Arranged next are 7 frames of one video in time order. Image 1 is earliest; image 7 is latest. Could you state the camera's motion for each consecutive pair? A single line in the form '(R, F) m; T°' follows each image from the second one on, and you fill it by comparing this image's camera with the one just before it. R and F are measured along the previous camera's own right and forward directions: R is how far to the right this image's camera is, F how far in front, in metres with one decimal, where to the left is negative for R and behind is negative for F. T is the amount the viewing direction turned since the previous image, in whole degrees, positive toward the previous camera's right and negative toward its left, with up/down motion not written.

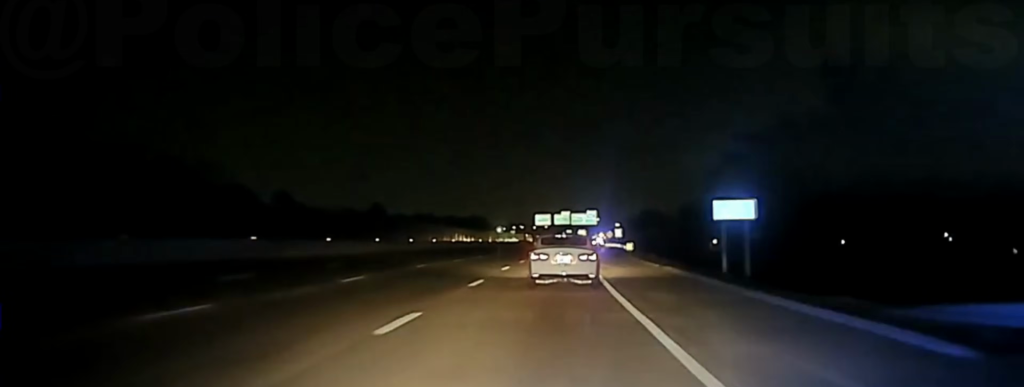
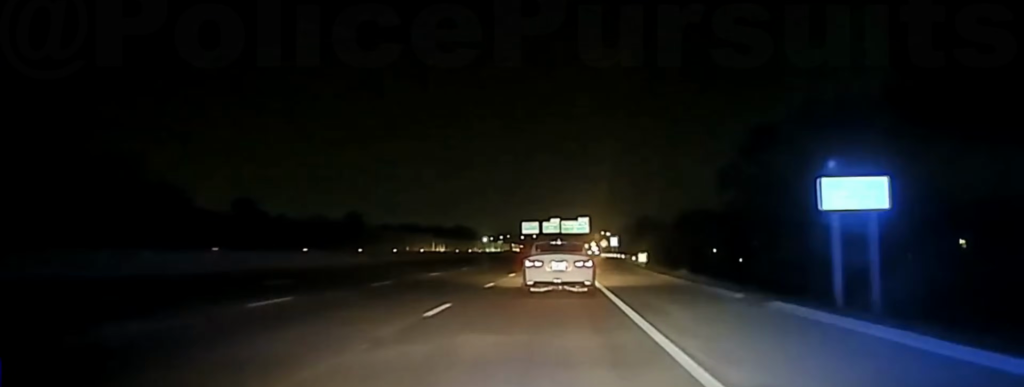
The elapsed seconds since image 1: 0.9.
(+0.4, +19.2) m; +1°
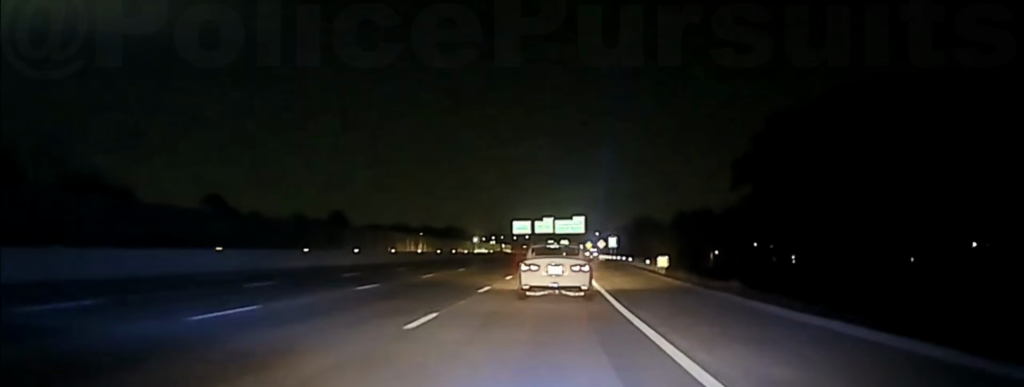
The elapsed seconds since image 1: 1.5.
(0.0, +14.1) m; -1°
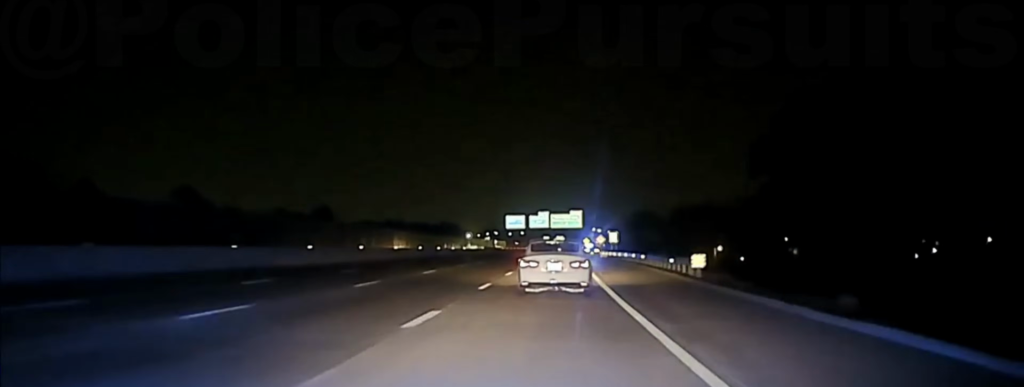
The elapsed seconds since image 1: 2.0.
(0.0, +11.9) m; 0°
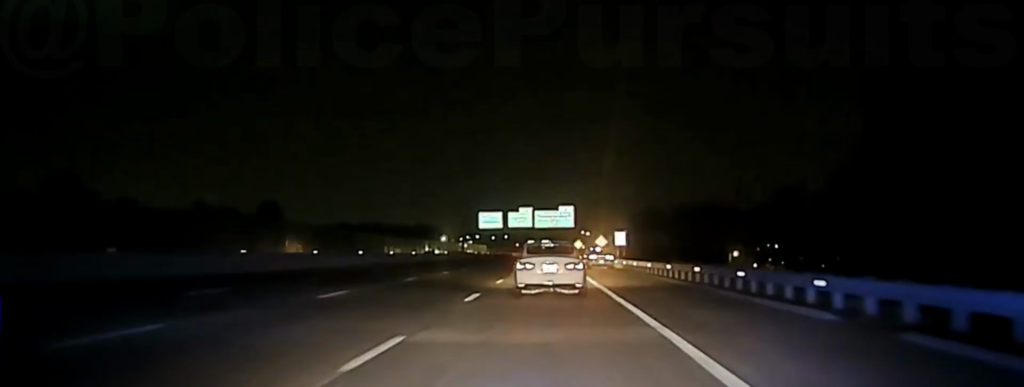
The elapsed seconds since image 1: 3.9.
(+0.4, +43.0) m; +2°
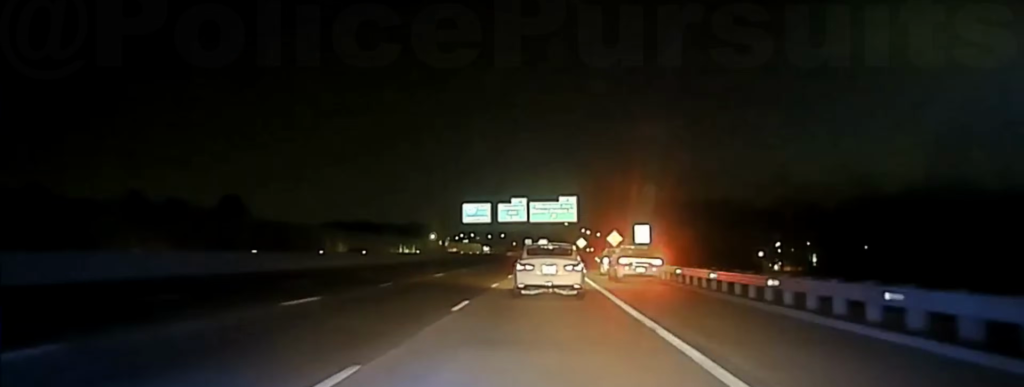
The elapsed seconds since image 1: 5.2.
(0.0, +27.9) m; 0°
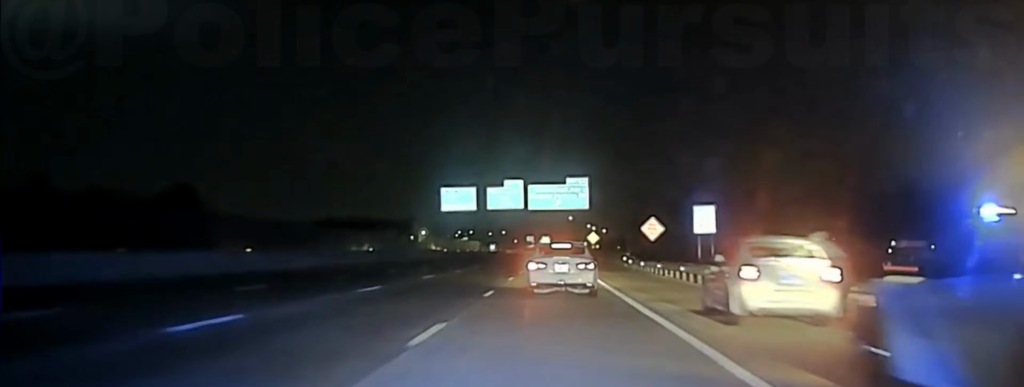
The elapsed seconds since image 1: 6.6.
(0.0, +29.3) m; 0°
